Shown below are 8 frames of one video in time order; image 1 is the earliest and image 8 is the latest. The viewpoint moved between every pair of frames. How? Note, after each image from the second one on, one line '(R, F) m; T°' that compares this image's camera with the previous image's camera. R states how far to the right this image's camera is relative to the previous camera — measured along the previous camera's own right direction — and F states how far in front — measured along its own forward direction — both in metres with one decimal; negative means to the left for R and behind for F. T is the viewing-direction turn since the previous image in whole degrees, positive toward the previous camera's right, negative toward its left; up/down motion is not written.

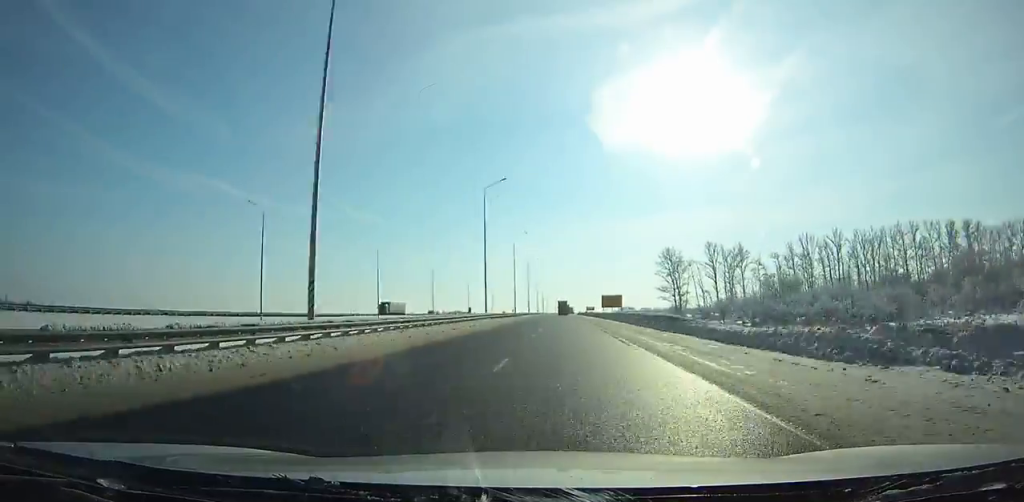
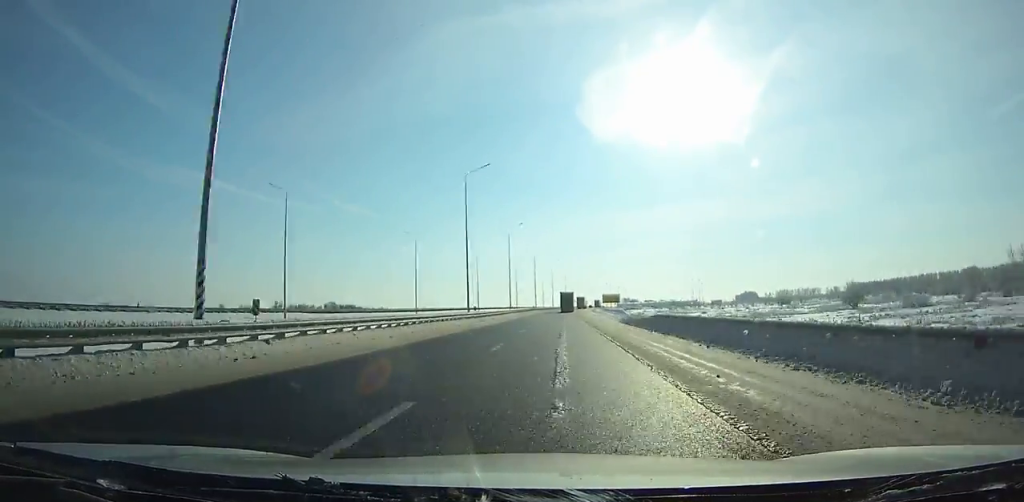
(+0.8, +178.9) m; +1°
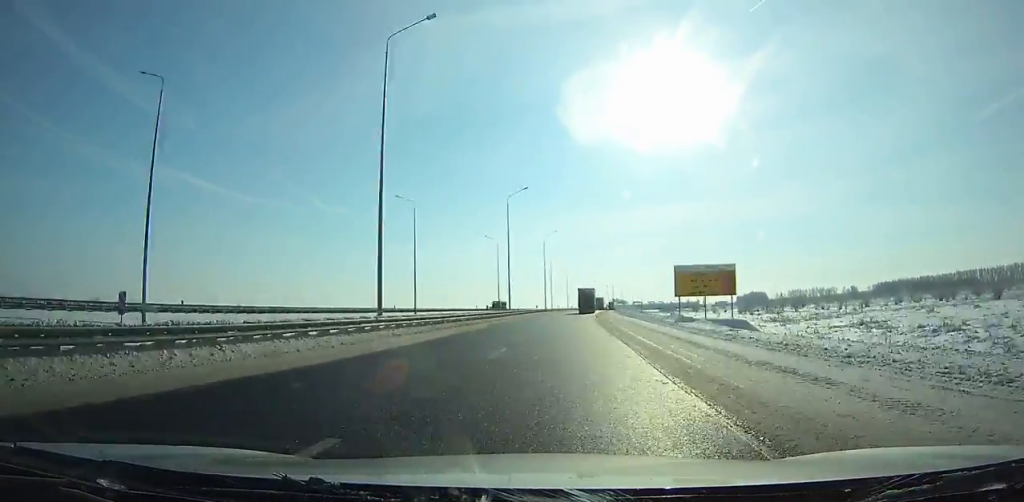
(+2.5, +119.2) m; +3°
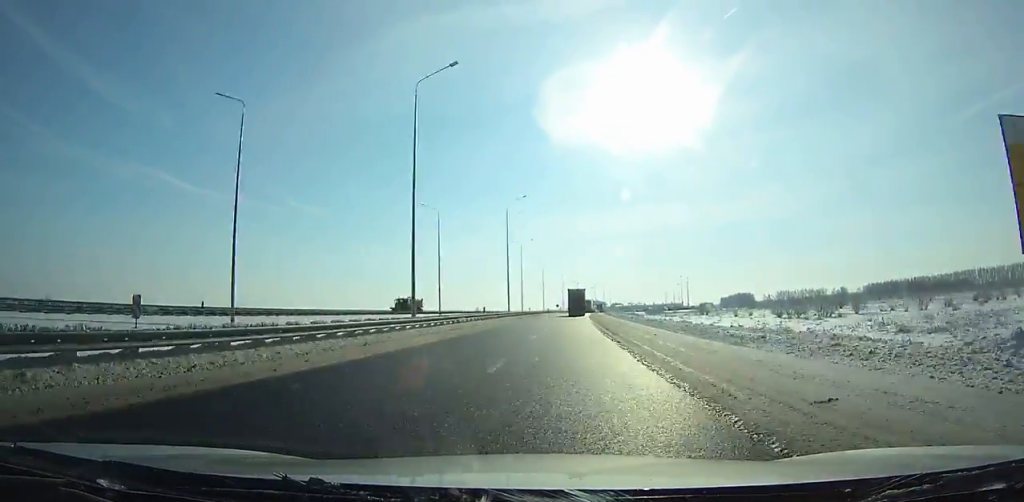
(+0.6, +39.6) m; +1°
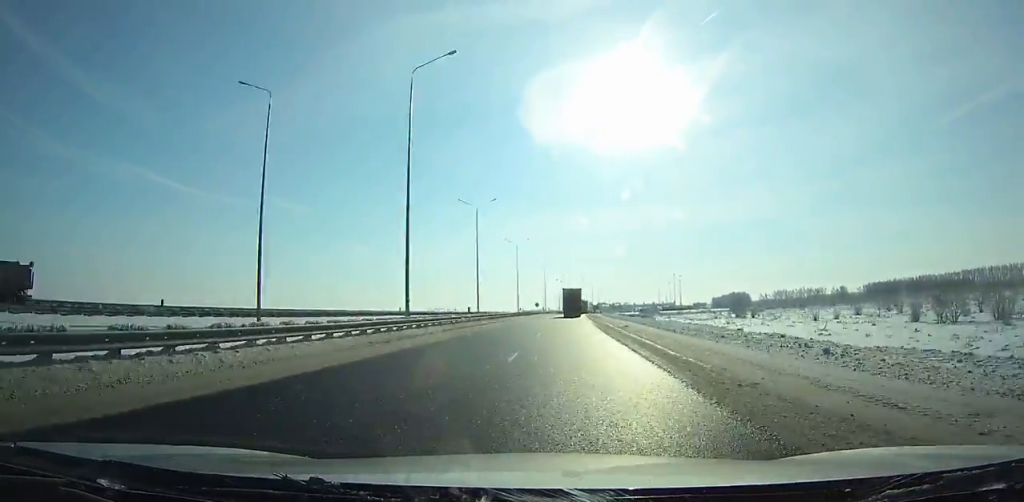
(+0.7, +45.8) m; +1°
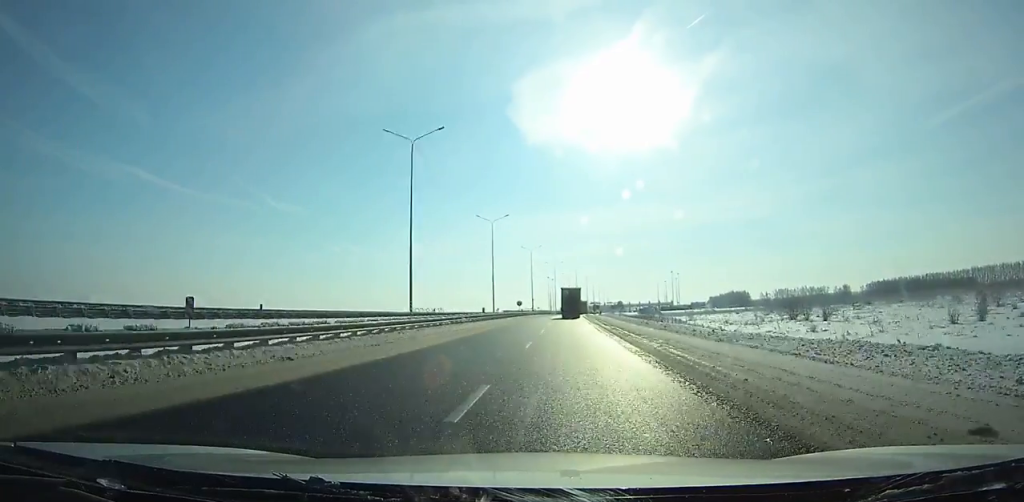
(0.0, +31.1) m; +1°
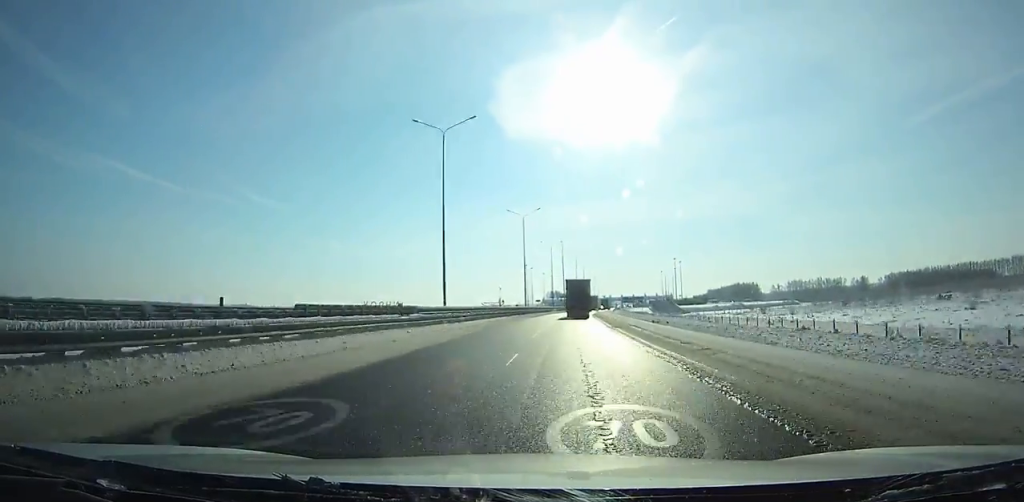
(+1.7, +85.9) m; +2°
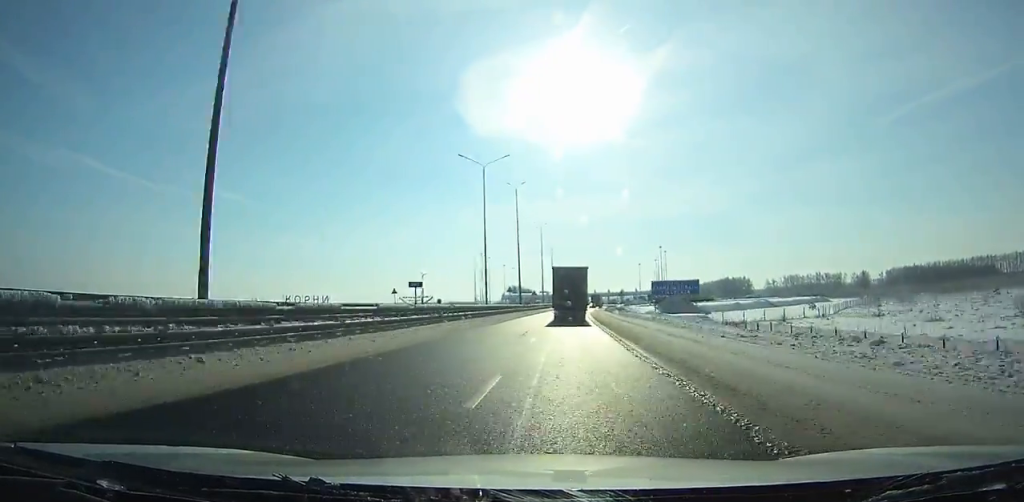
(+1.7, +69.2) m; +3°
